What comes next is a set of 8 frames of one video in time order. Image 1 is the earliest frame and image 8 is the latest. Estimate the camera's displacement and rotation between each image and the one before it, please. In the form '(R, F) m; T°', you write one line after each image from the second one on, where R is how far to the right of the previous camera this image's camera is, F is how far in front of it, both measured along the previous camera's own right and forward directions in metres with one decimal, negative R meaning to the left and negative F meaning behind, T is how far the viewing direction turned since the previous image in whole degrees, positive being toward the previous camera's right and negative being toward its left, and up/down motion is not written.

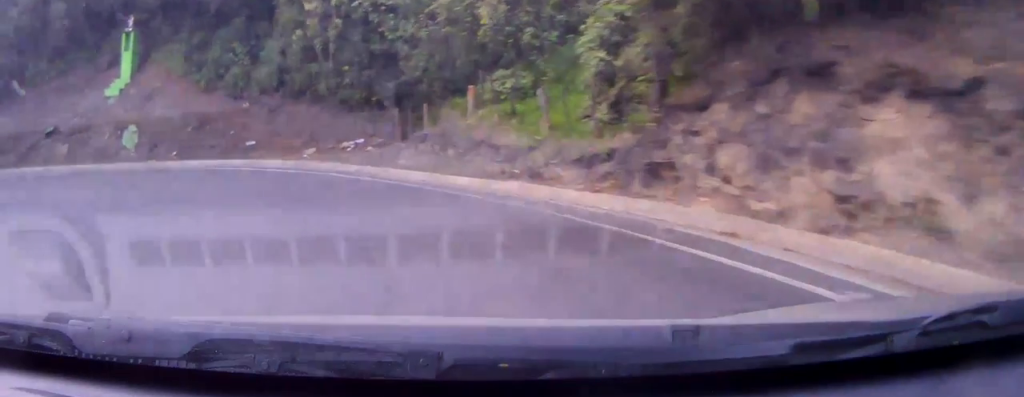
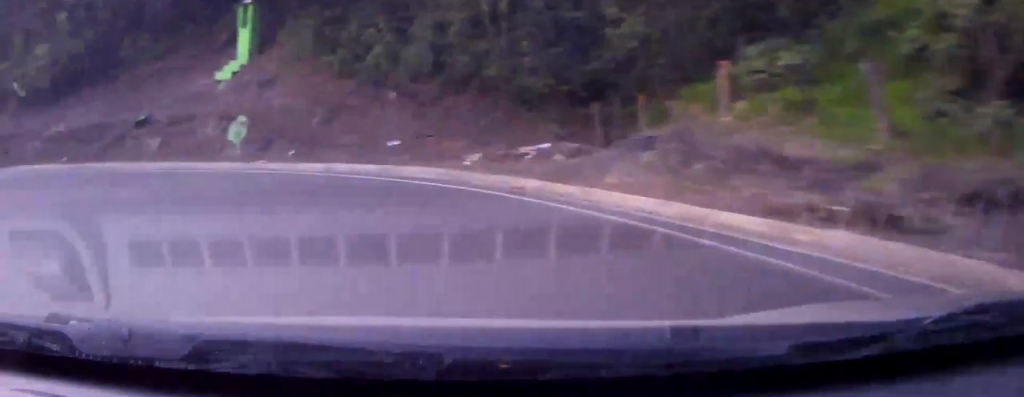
(-0.3, +6.5) m; -18°
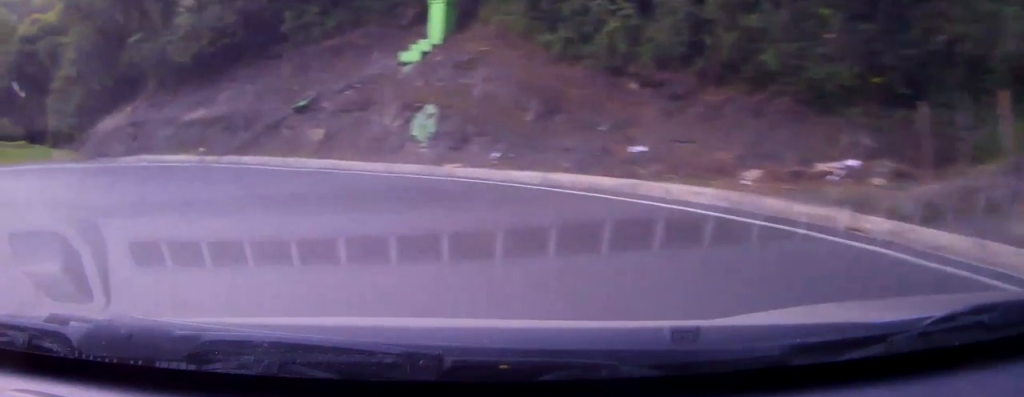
(-1.0, +4.5) m; -27°
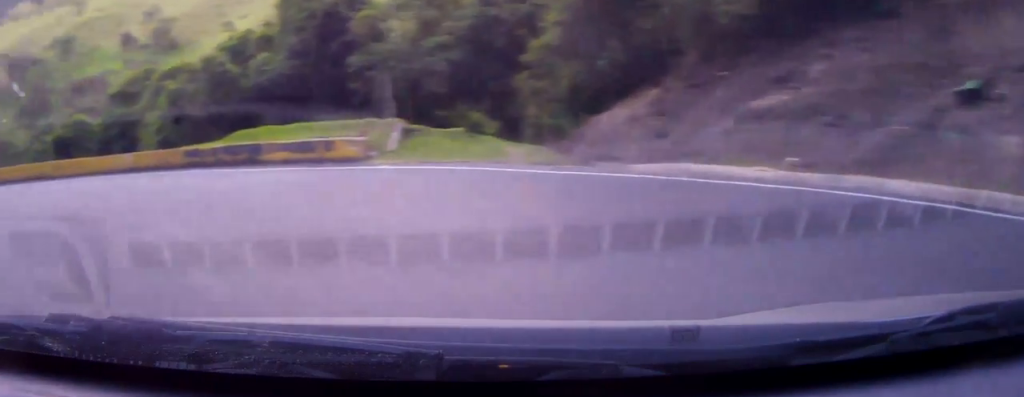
(-4.3, +8.2) m; -42°
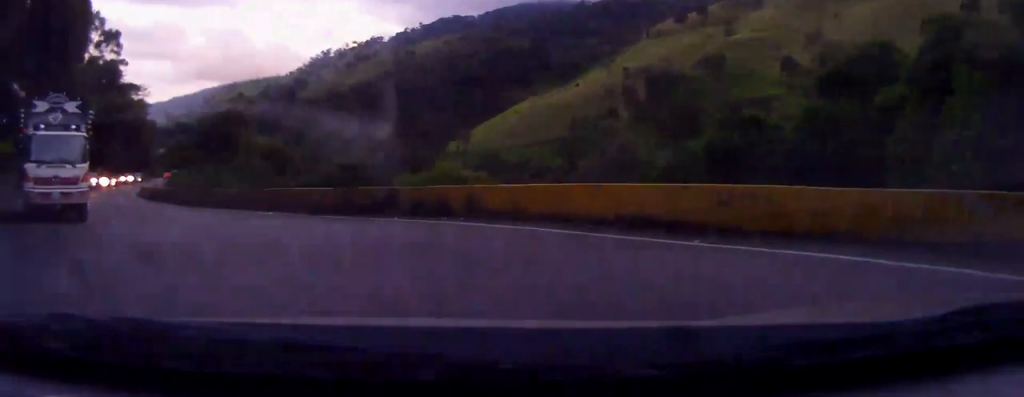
(-5.7, +13.1) m; -55°
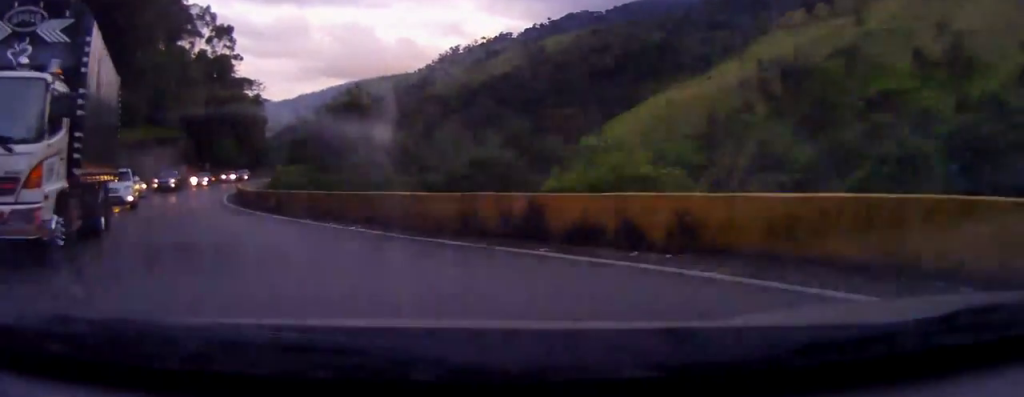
(-0.7, +4.7) m; -18°
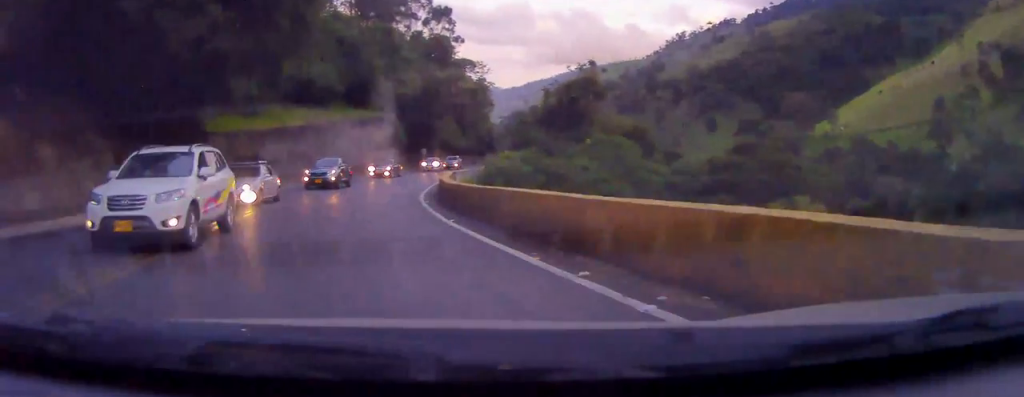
(-1.7, +7.9) m; -15°
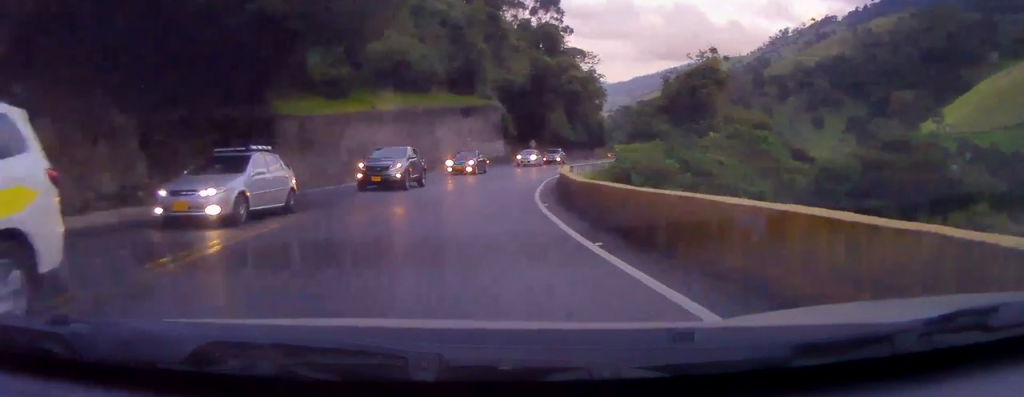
(-0.4, +5.5) m; -4°
